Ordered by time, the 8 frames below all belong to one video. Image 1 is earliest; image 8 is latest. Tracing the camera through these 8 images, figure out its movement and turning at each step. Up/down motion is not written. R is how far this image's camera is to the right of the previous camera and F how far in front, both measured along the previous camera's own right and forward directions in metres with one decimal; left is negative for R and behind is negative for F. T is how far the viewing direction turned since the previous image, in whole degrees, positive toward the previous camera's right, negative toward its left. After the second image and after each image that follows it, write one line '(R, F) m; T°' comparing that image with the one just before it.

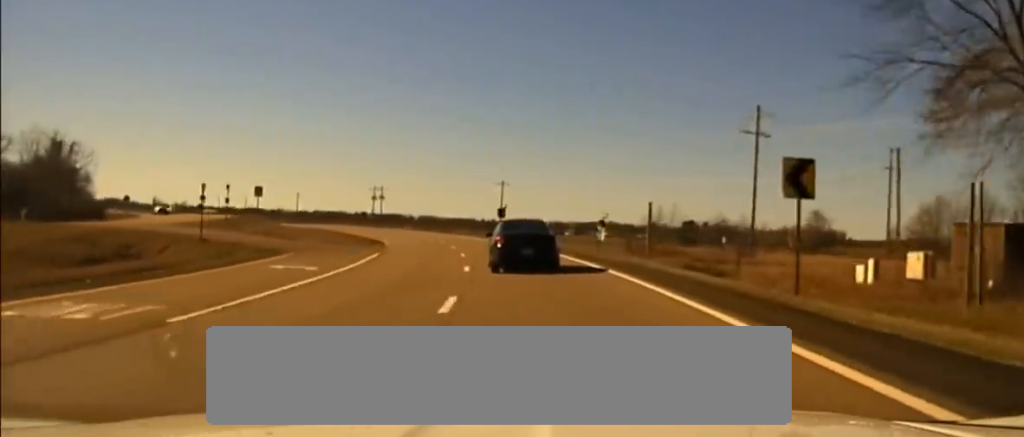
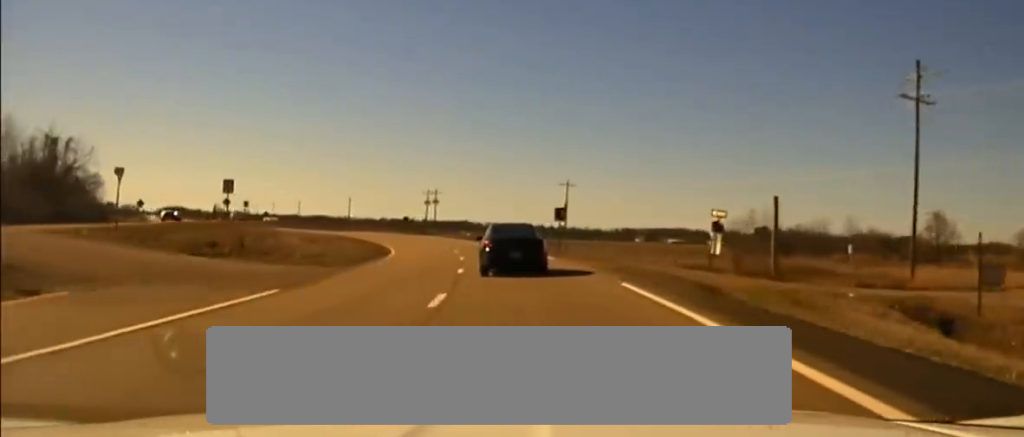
(-0.5, +23.2) m; -4°
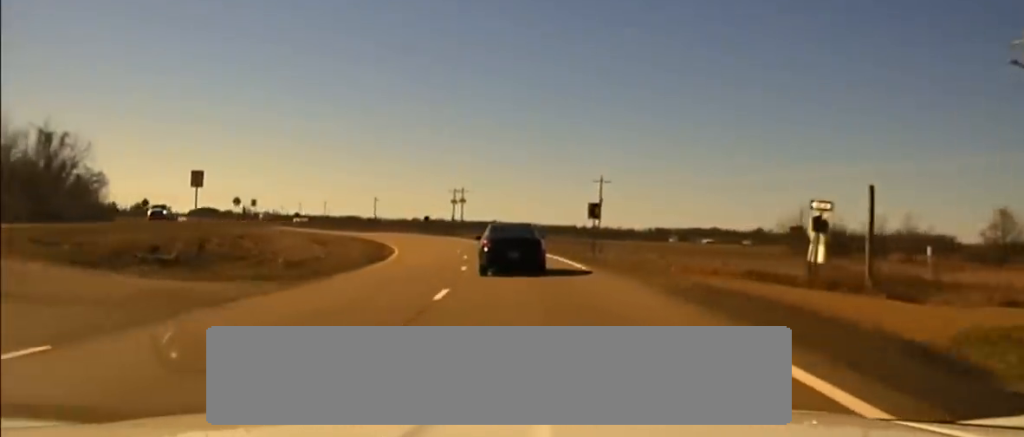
(0.0, +10.7) m; -2°
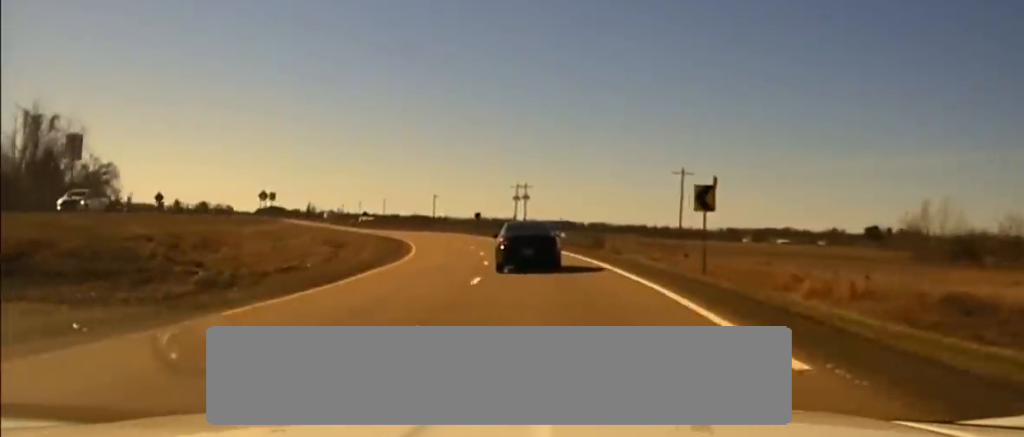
(-0.9, +20.6) m; -4°
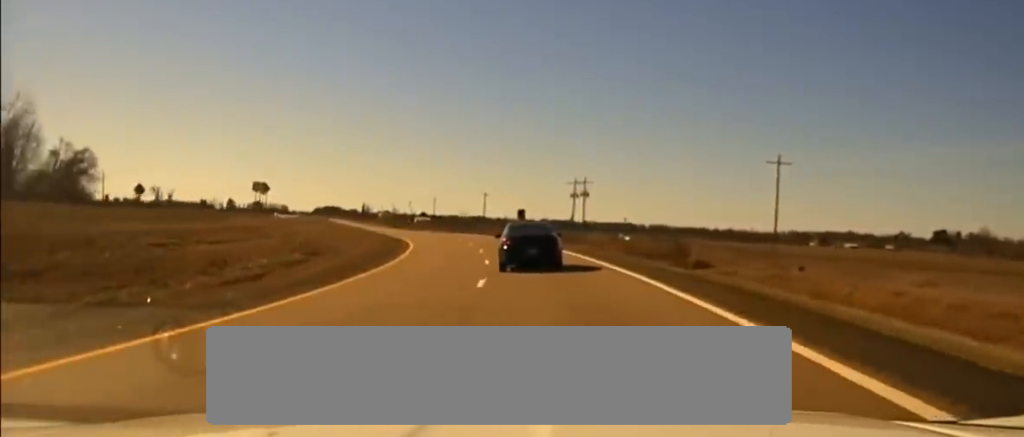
(-1.2, +25.7) m; -5°
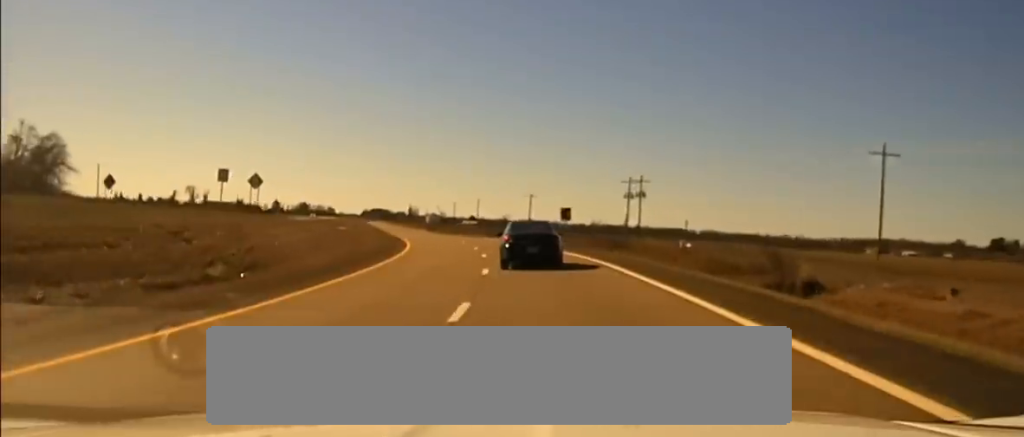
(-0.5, +18.2) m; -3°
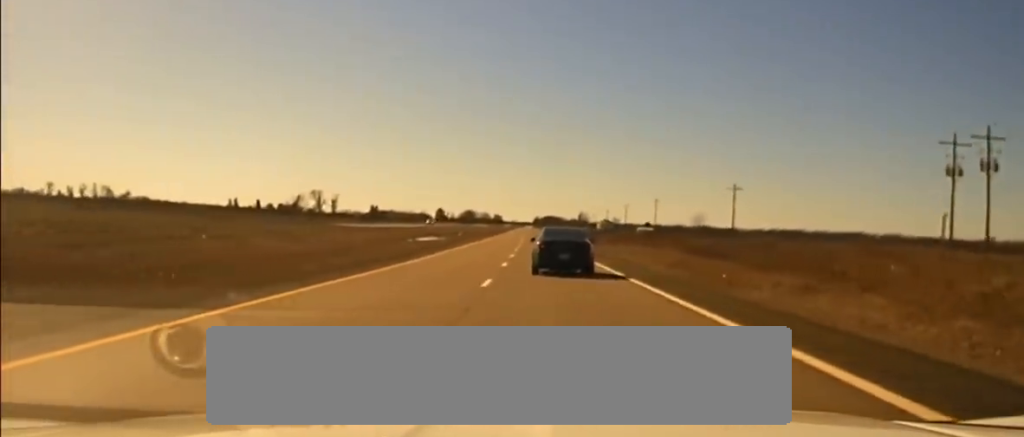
(-5.4, +66.4) m; -10°
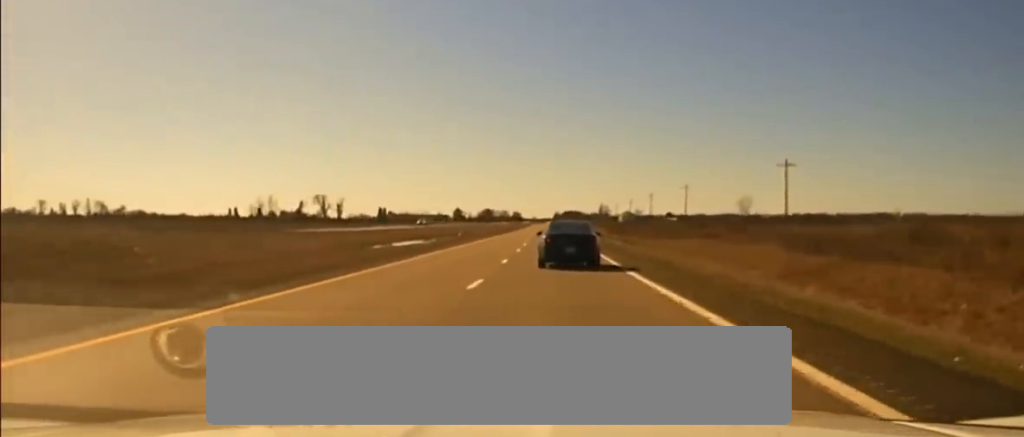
(-0.7, +24.6) m; -2°
